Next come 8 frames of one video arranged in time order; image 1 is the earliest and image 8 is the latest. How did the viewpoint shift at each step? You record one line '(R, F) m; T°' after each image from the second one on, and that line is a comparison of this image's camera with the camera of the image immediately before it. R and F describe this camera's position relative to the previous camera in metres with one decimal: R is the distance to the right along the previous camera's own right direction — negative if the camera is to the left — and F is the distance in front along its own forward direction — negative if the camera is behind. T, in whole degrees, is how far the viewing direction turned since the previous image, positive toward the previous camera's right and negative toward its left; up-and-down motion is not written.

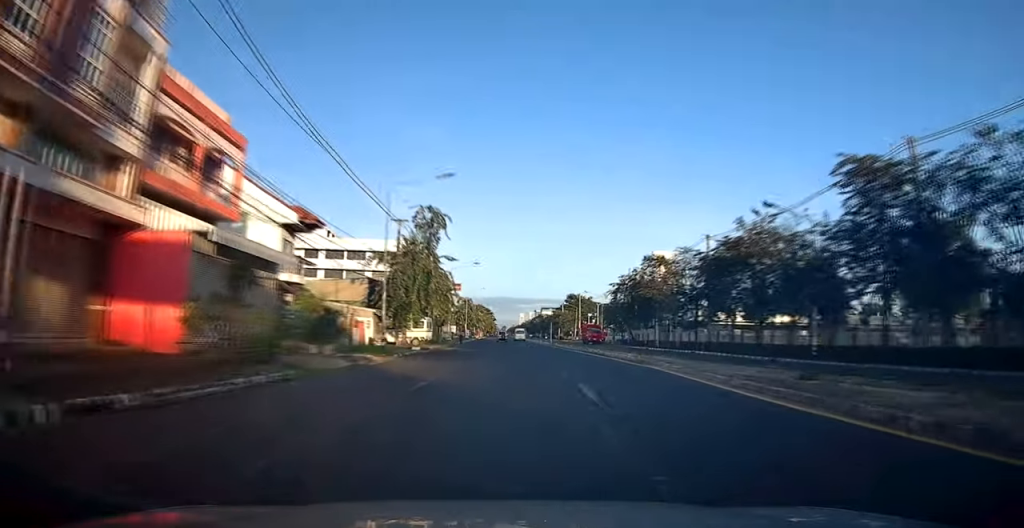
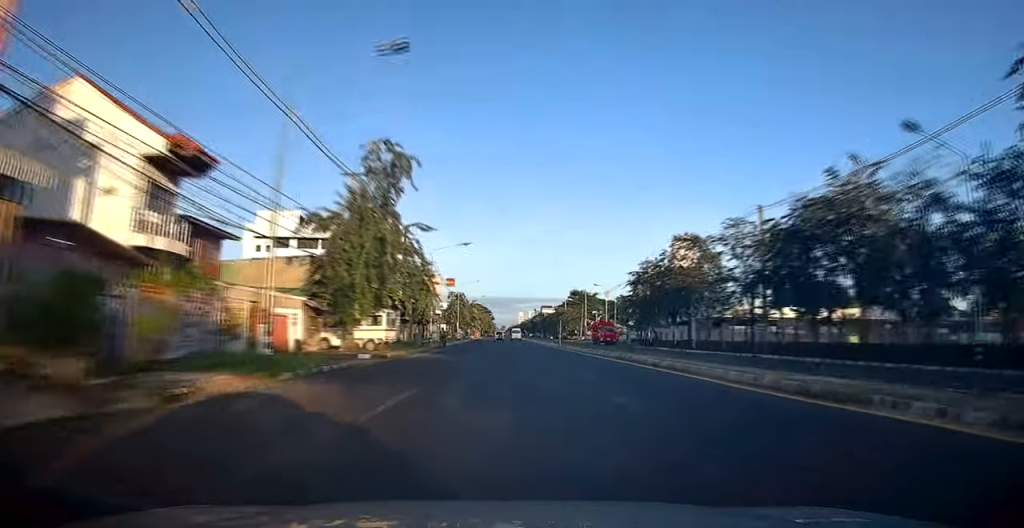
(+0.2, +13.9) m; +1°
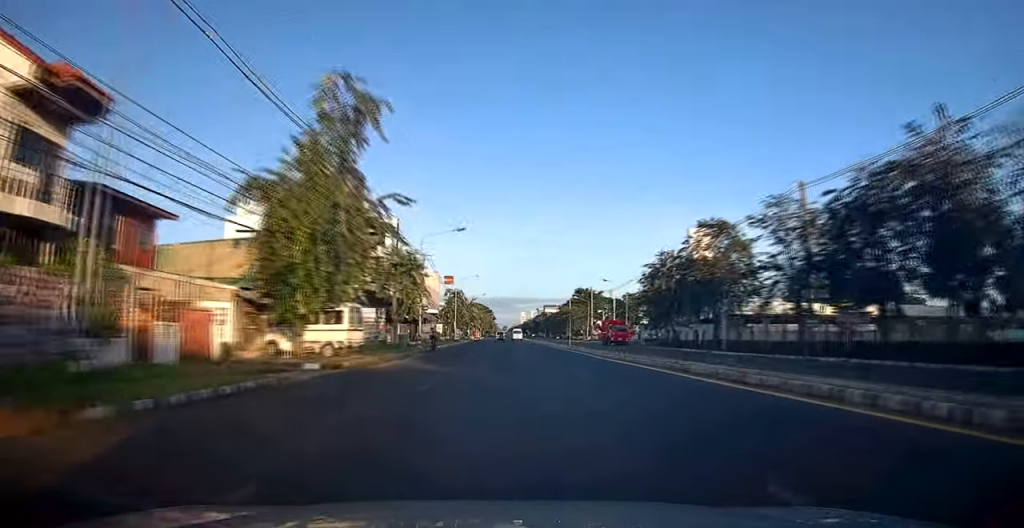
(+0.1, +7.3) m; 0°
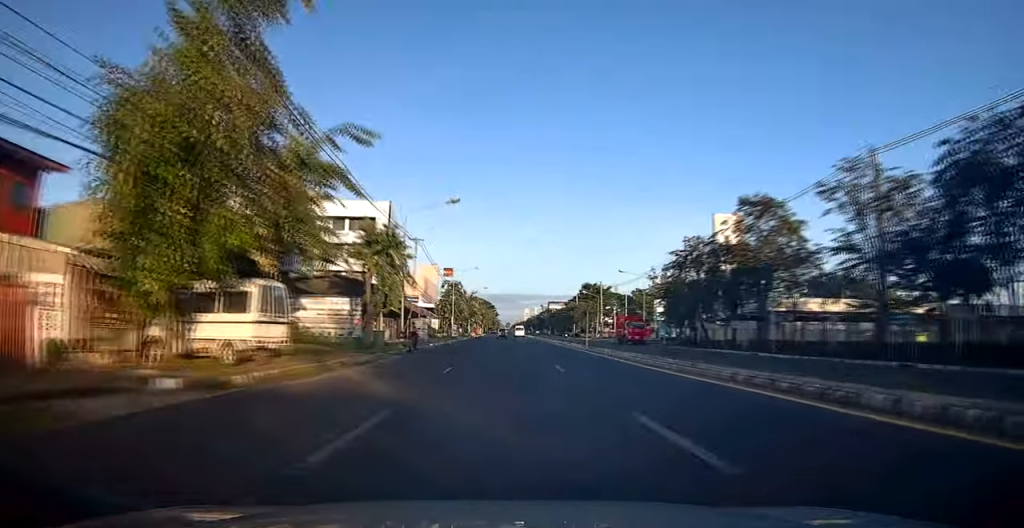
(-0.1, +8.6) m; 0°
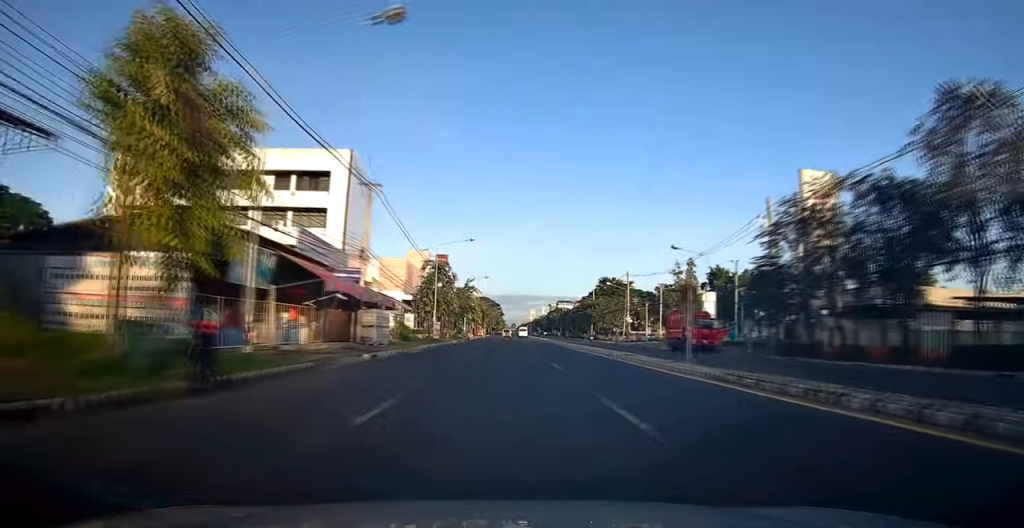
(+0.1, +22.0) m; -1°
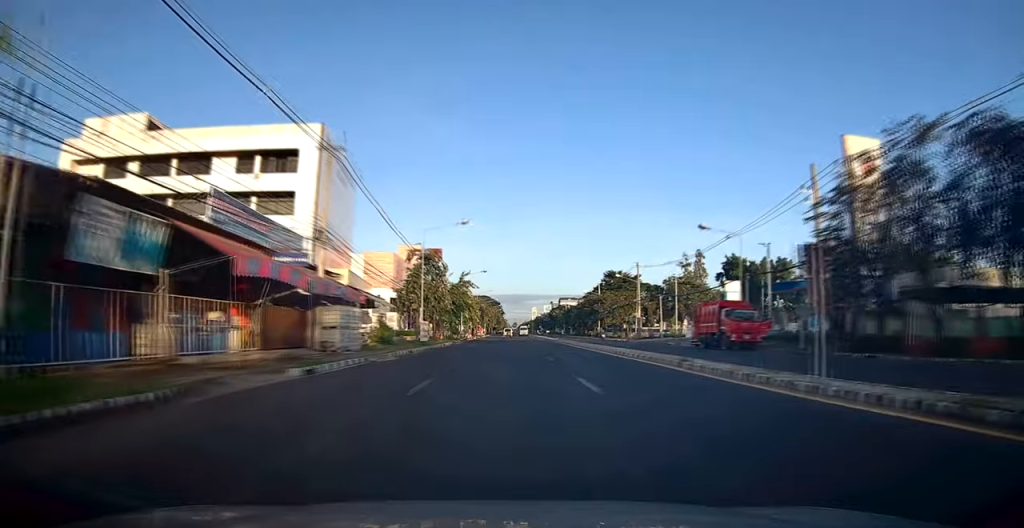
(-0.1, +8.1) m; 0°
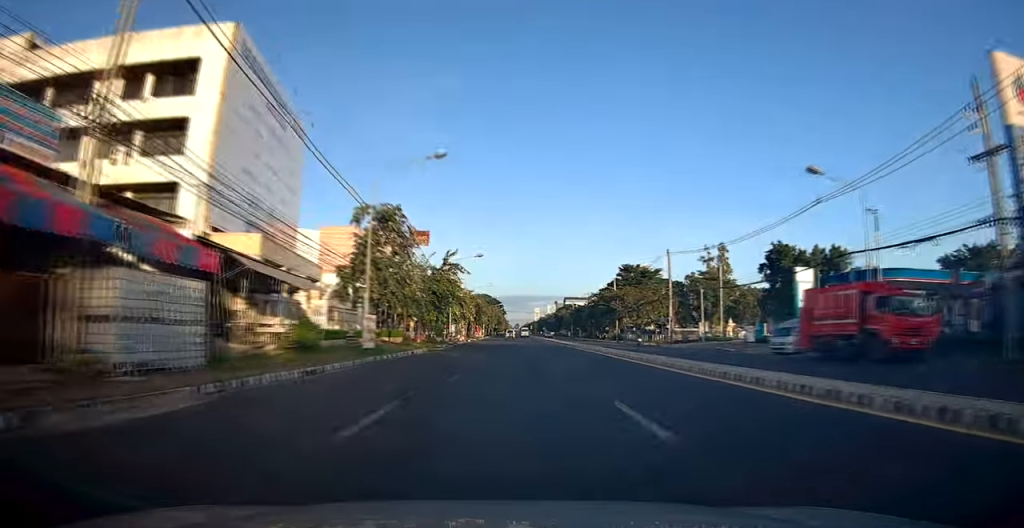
(-0.3, +17.5) m; 0°
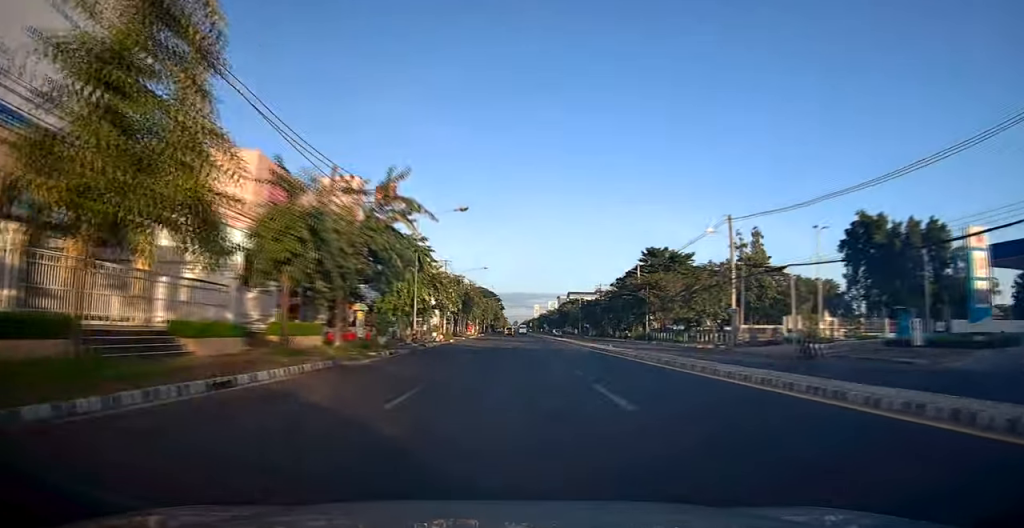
(+0.4, +22.1) m; 0°
